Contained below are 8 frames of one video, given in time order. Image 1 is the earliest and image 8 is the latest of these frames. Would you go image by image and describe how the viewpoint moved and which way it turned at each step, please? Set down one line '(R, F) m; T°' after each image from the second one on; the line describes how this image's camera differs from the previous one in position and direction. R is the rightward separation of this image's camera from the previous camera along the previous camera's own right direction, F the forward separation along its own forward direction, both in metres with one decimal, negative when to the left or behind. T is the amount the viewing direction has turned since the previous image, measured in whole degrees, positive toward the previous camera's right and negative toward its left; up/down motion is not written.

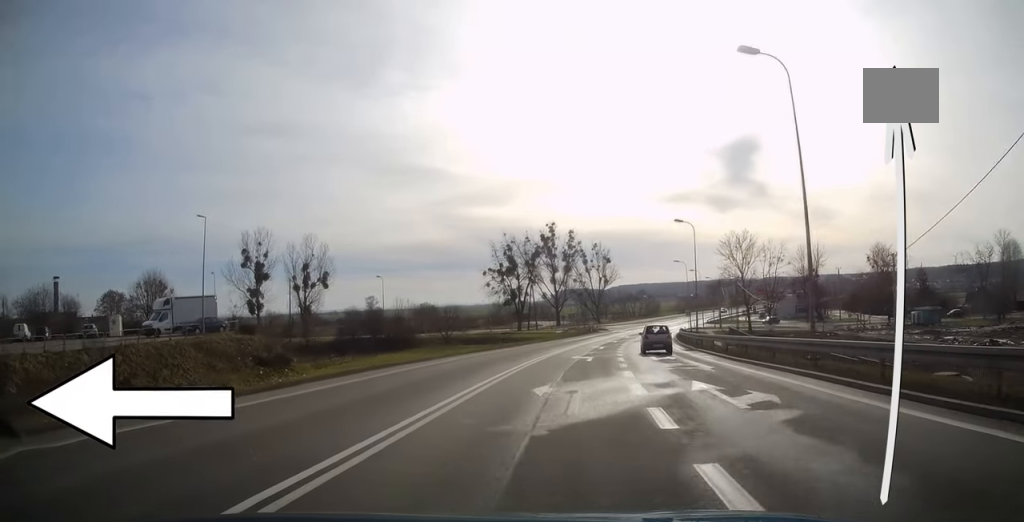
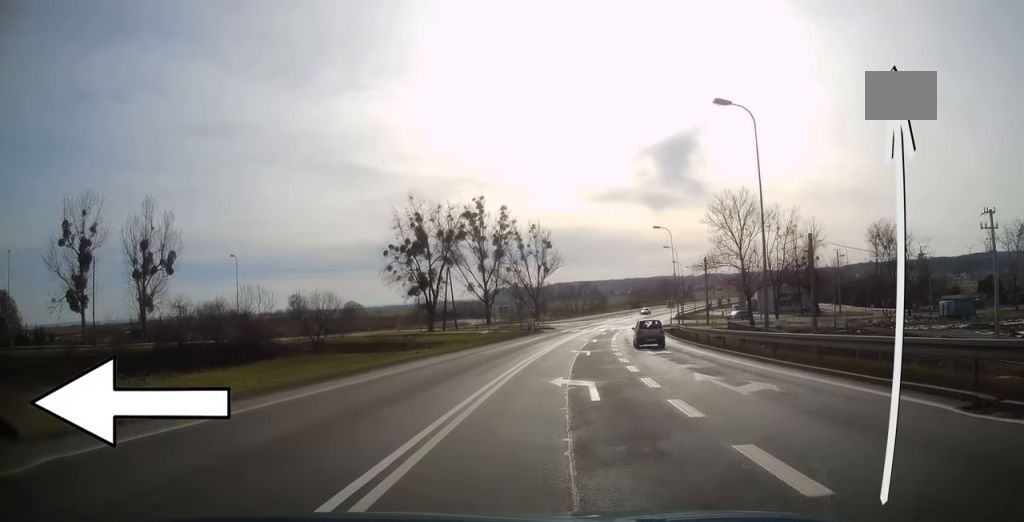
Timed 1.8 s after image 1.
(+1.3, +28.6) m; +6°
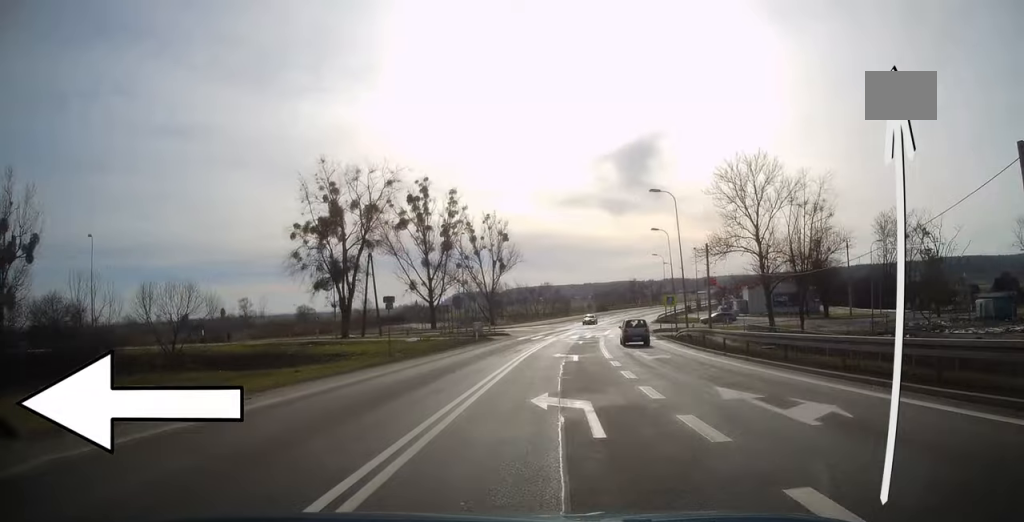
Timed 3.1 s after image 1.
(+0.7, +18.5) m; +4°
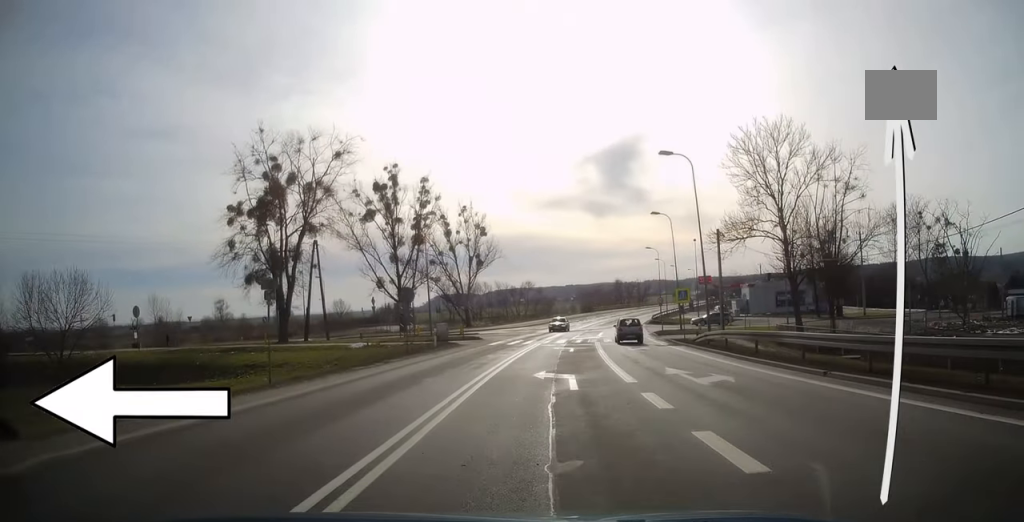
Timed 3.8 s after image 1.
(+0.2, +9.8) m; +2°
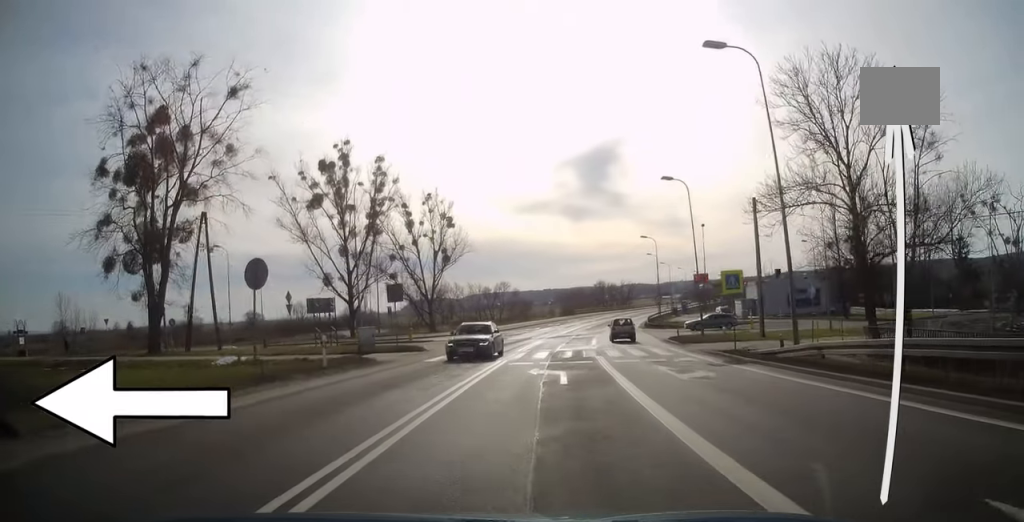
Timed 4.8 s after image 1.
(+0.2, +13.9) m; +2°
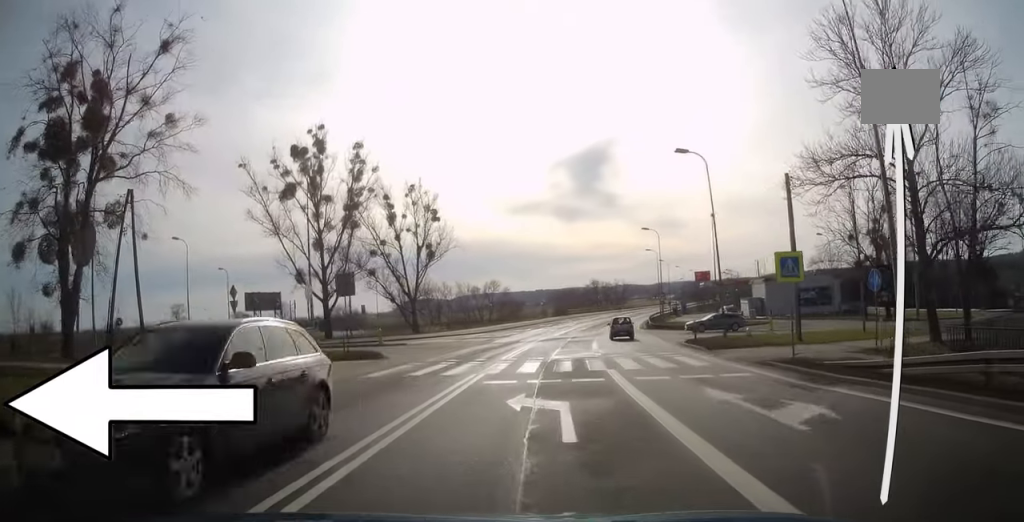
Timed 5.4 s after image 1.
(0.0, +6.8) m; +1°
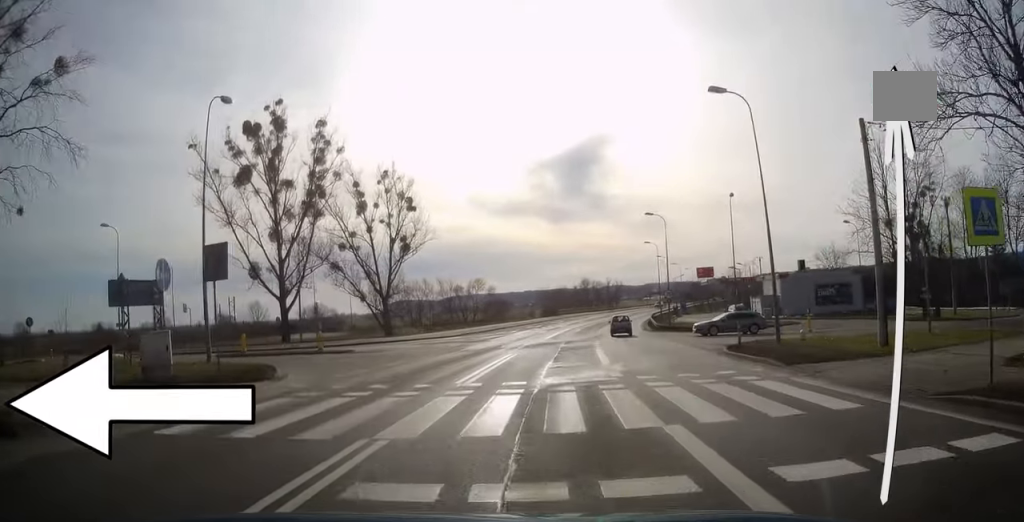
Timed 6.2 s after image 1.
(+0.3, +10.0) m; +1°
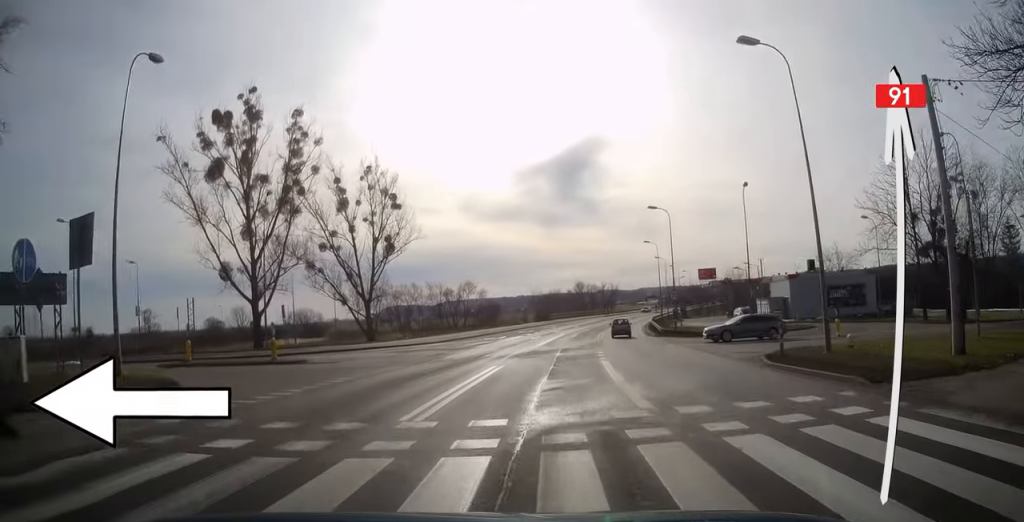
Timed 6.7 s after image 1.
(0.0, +5.2) m; 0°
